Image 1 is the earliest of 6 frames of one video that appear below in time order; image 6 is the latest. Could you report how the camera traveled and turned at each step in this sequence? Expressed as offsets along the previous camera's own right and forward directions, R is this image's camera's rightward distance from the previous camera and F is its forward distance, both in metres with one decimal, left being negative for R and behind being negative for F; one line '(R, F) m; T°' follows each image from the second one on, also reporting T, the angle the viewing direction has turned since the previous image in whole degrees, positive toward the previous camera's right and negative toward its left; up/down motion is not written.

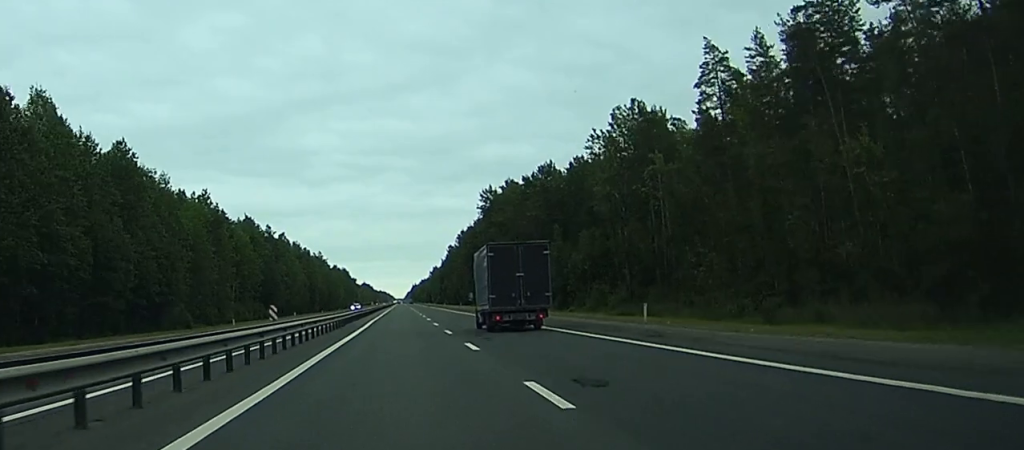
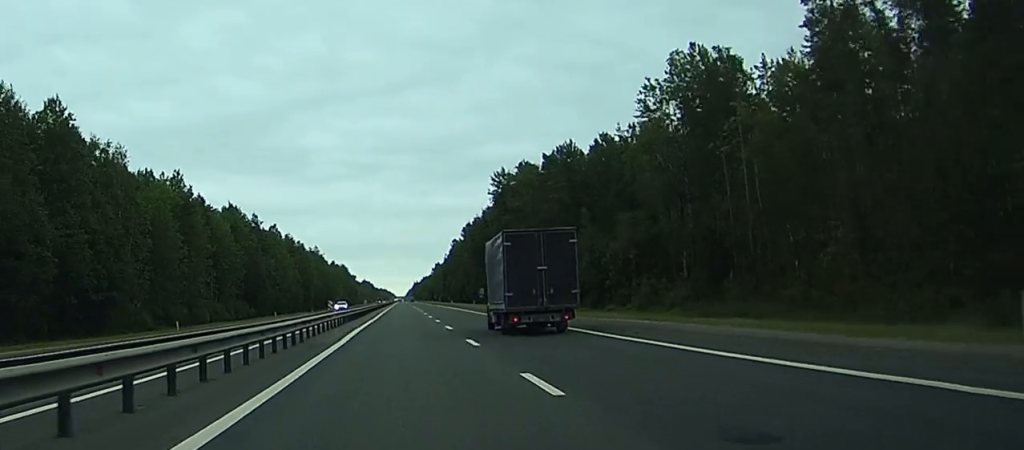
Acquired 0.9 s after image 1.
(-0.1, +22.0) m; 0°
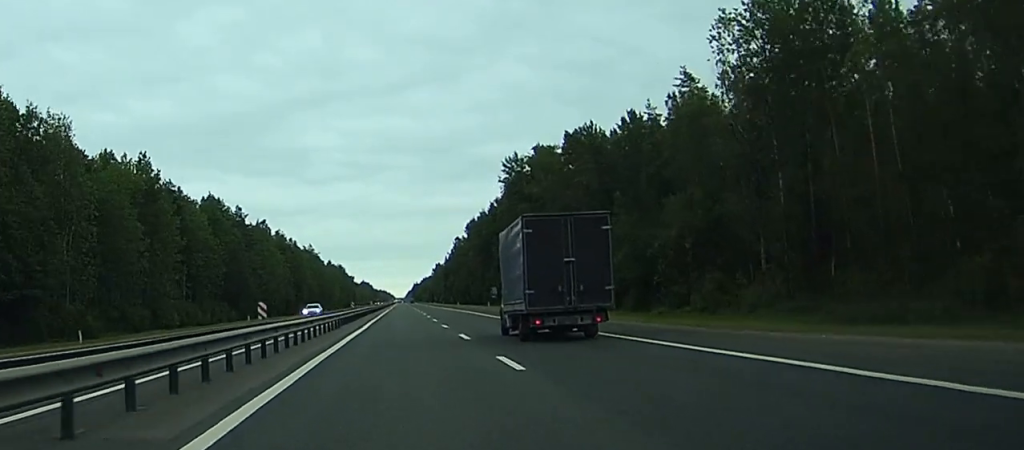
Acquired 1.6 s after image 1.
(0.0, +19.6) m; 0°
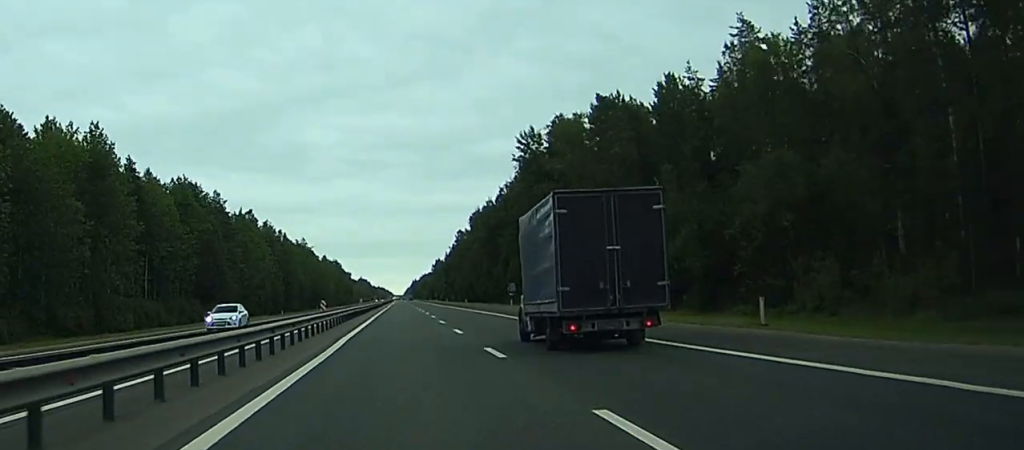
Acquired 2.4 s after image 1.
(+0.1, +20.8) m; +1°
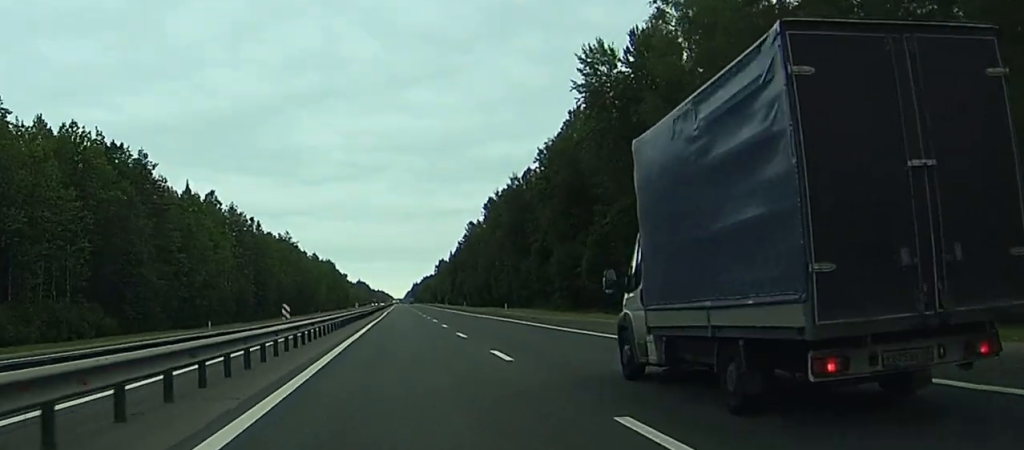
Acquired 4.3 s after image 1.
(+0.8, +49.6) m; +2°
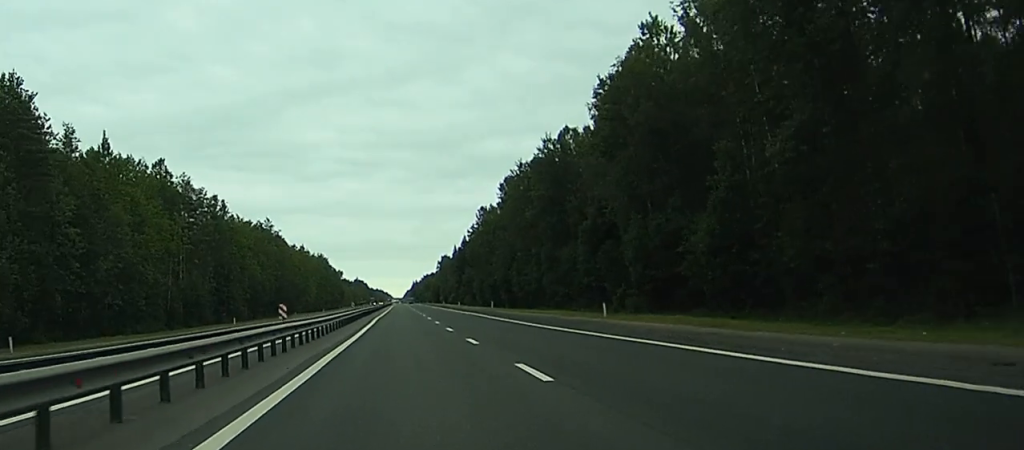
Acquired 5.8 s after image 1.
(+1.3, +44.2) m; +3°
